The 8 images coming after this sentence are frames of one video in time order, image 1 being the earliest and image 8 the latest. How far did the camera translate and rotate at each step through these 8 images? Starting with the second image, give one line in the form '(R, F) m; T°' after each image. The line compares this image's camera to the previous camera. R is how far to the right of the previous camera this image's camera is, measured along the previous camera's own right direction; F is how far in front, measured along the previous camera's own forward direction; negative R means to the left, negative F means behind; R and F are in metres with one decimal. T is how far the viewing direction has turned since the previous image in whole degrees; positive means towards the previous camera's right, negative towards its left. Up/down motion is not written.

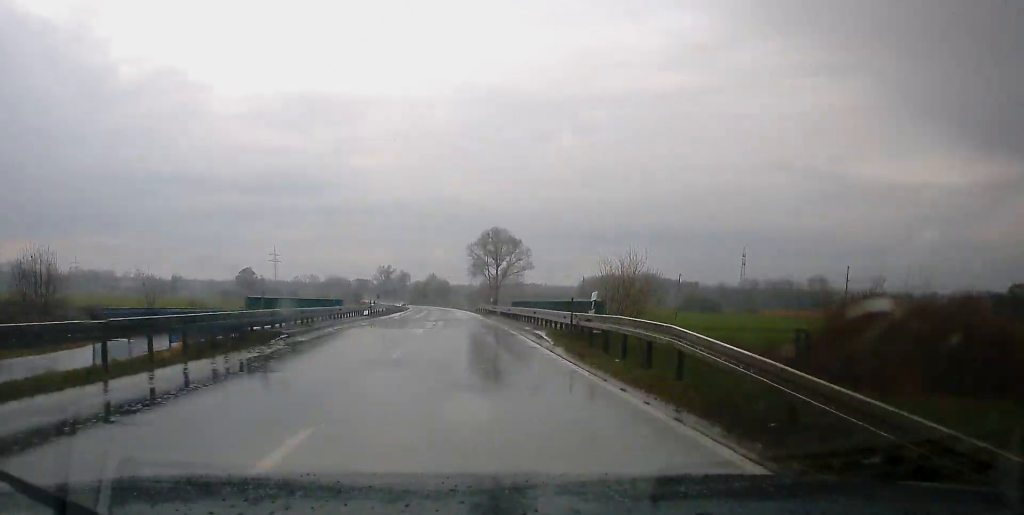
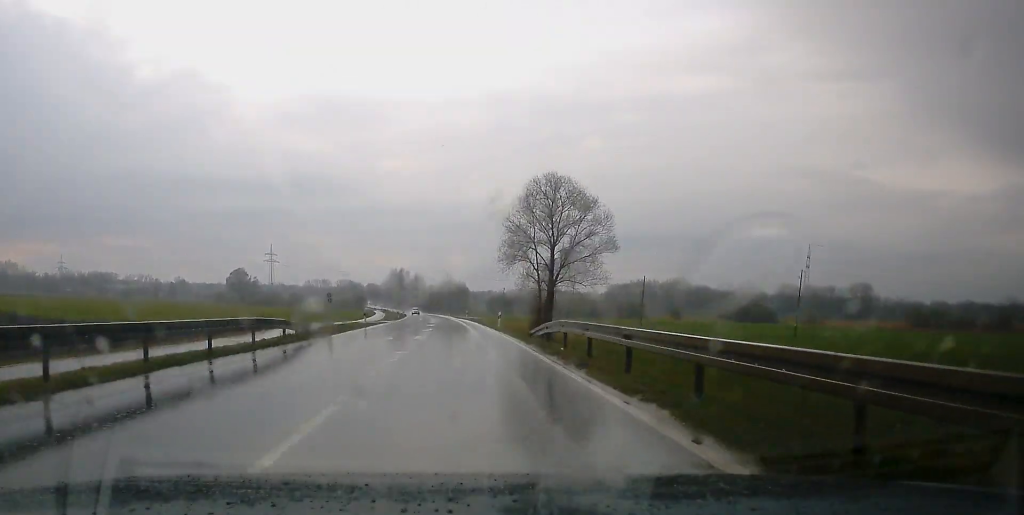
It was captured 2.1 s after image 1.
(-0.6, +57.6) m; -2°
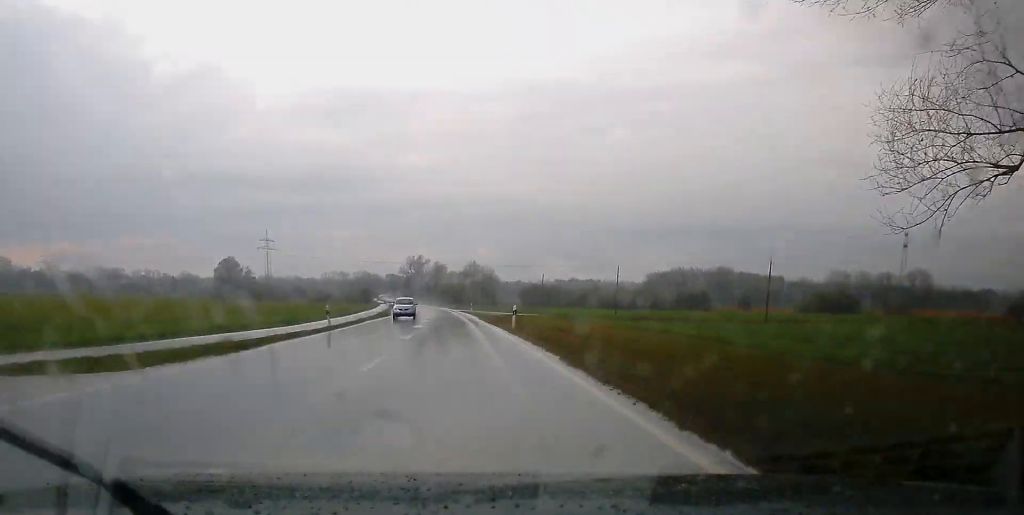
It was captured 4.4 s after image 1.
(-1.5, +61.2) m; -2°
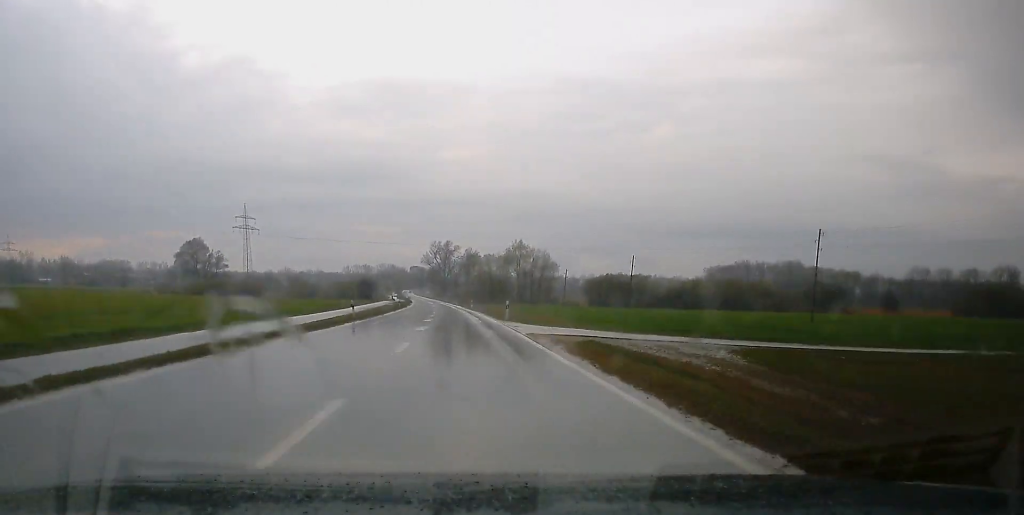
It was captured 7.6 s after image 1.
(-1.1, +88.2) m; -1°
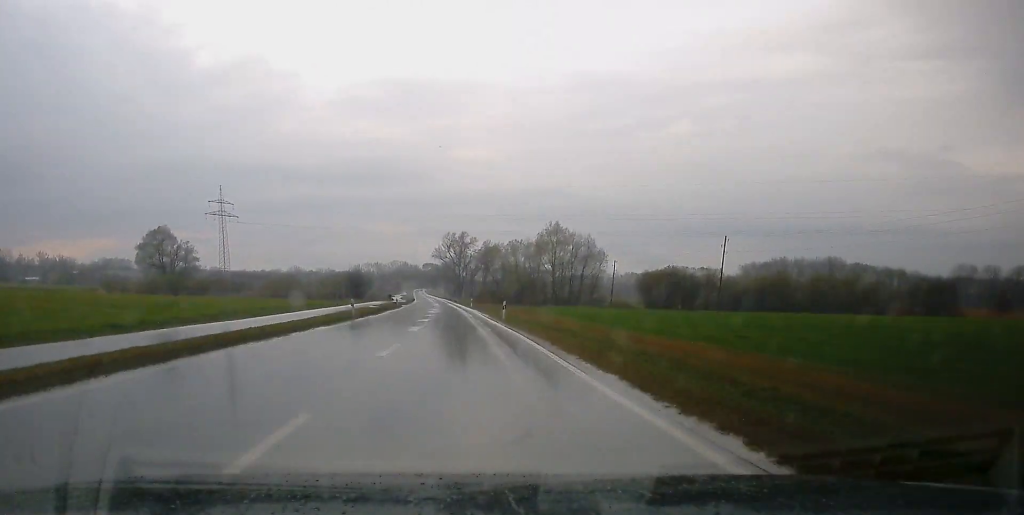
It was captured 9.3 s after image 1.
(-0.3, +48.9) m; -1°
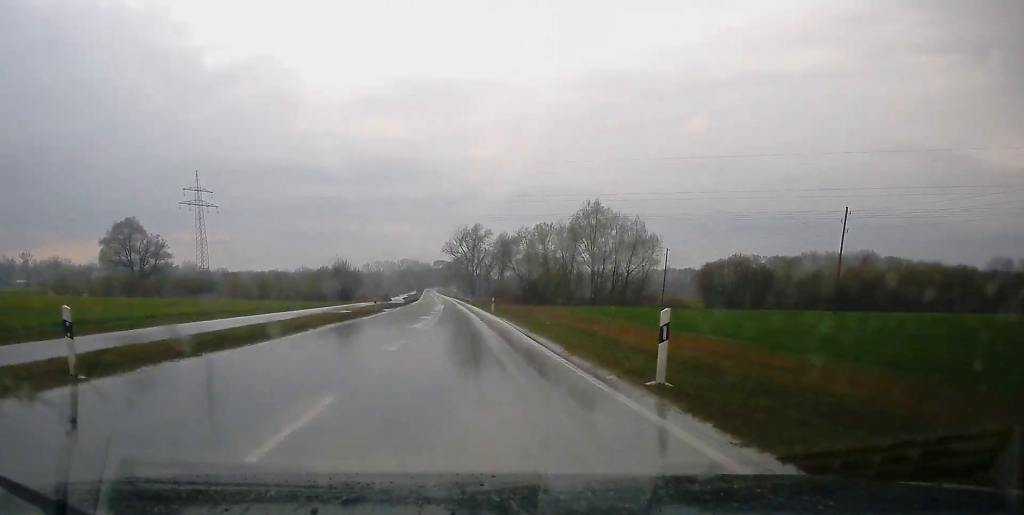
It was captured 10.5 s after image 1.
(-0.4, +33.2) m; -1°
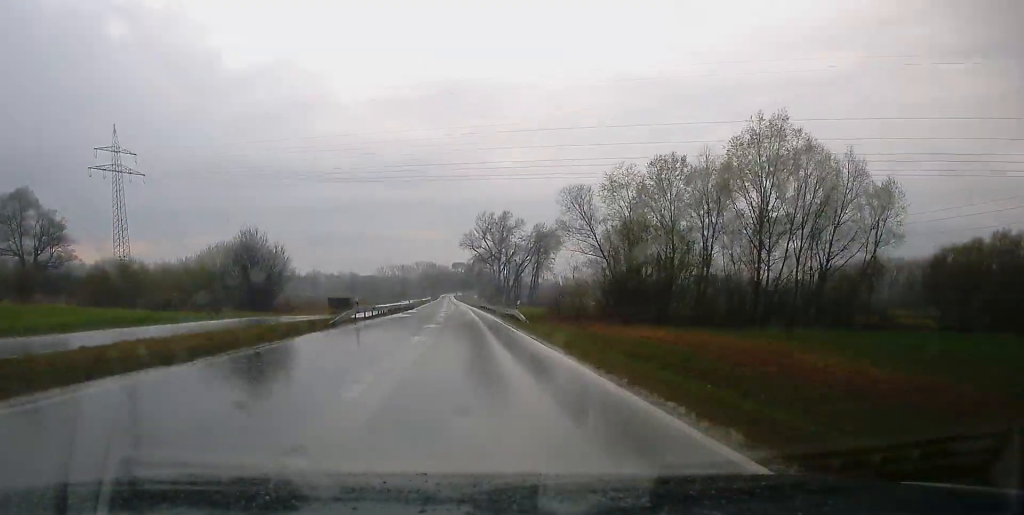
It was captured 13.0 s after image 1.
(-1.0, +66.3) m; -2°
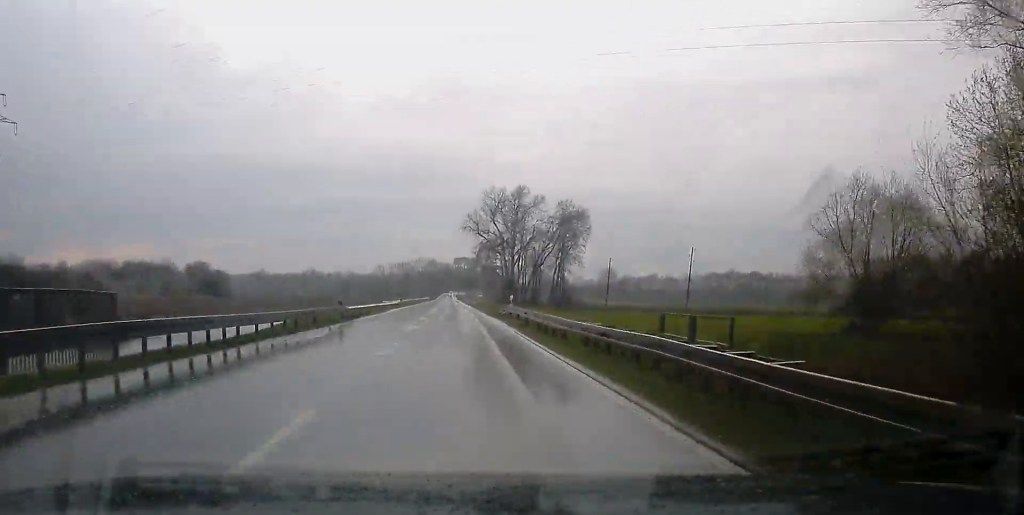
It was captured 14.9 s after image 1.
(-0.6, +53.2) m; -1°
